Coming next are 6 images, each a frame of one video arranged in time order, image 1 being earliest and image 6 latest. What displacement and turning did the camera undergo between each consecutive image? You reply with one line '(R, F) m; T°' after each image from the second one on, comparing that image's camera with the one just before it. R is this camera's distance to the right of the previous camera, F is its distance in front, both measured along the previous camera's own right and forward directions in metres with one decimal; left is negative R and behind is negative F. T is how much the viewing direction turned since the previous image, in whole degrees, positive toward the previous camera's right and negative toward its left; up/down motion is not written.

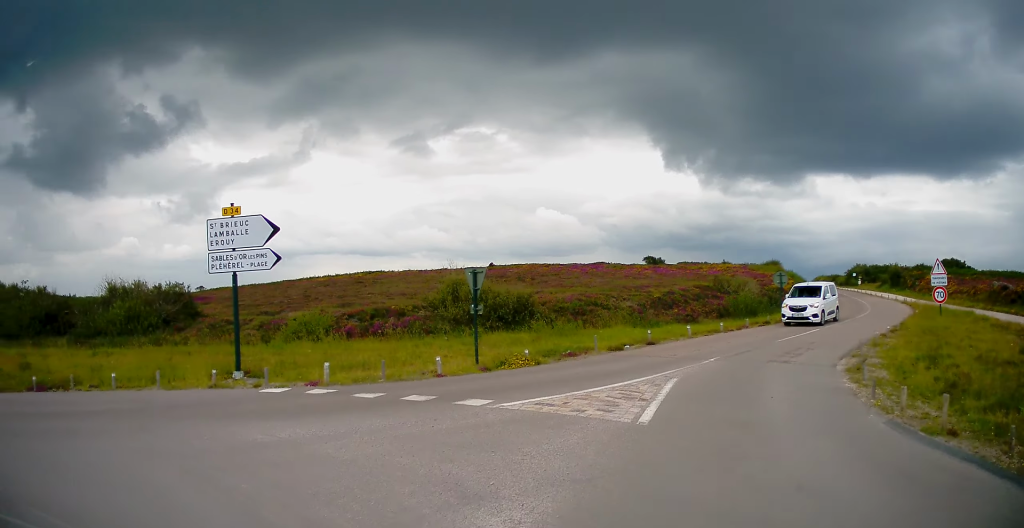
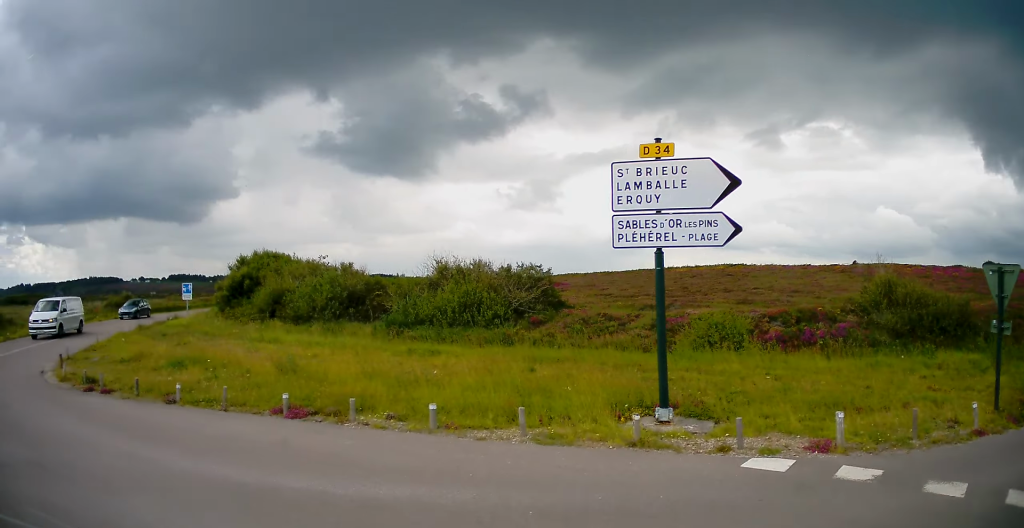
(-1.5, +5.1) m; -33°
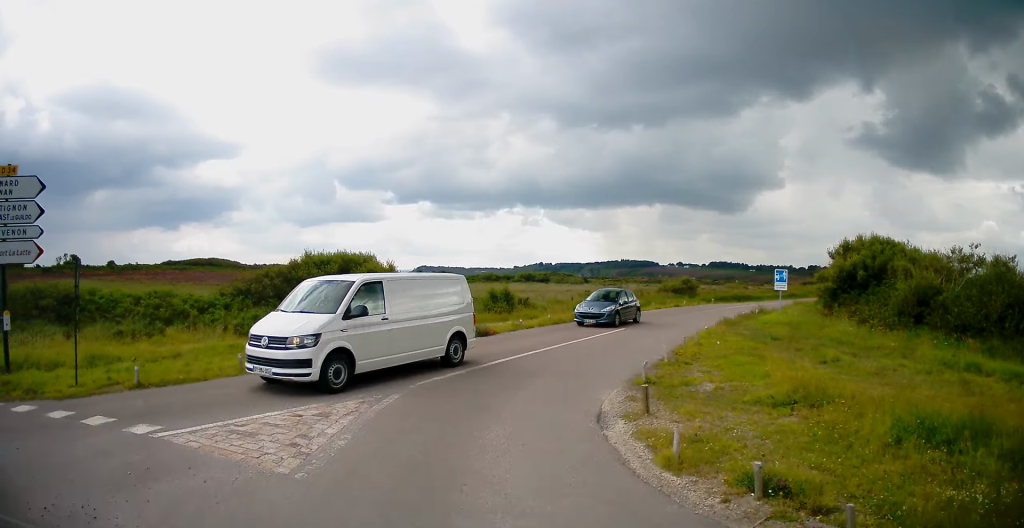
(-3.8, +7.2) m; -48°
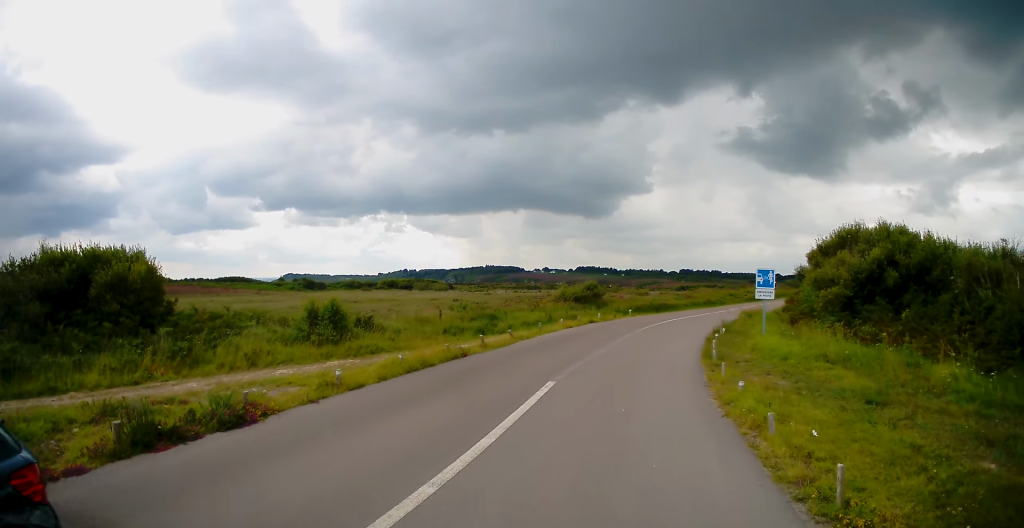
(-0.4, +11.3) m; +16°
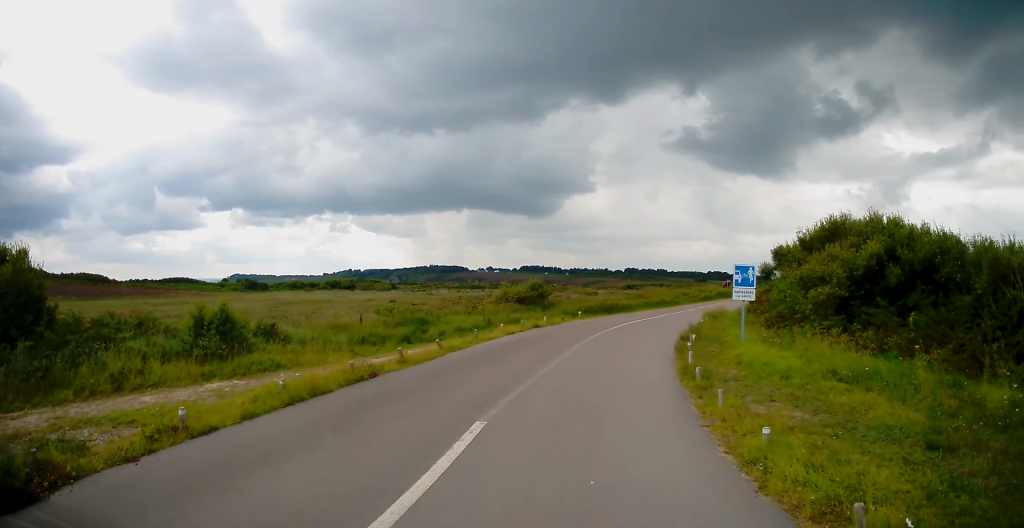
(+0.6, +3.3) m; +8°
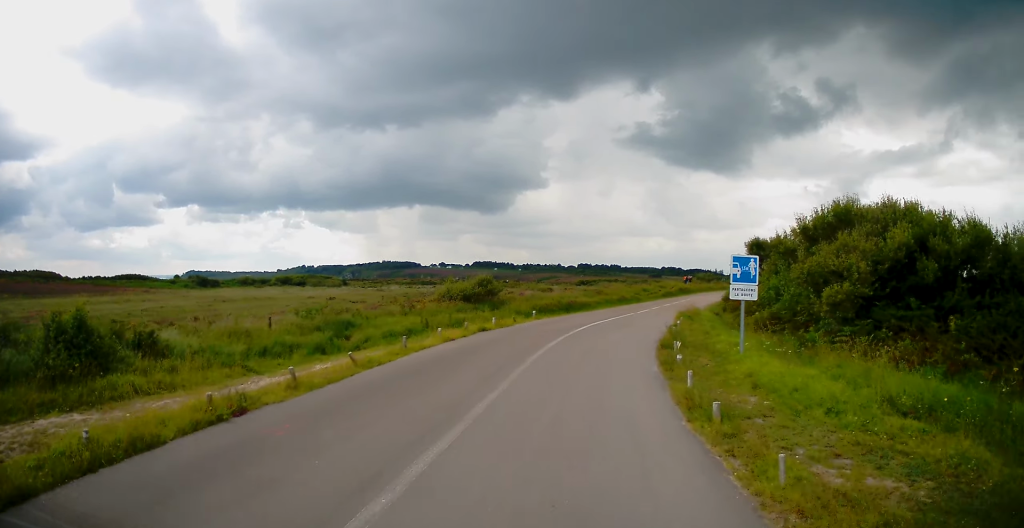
(+0.2, +3.6) m; +3°
